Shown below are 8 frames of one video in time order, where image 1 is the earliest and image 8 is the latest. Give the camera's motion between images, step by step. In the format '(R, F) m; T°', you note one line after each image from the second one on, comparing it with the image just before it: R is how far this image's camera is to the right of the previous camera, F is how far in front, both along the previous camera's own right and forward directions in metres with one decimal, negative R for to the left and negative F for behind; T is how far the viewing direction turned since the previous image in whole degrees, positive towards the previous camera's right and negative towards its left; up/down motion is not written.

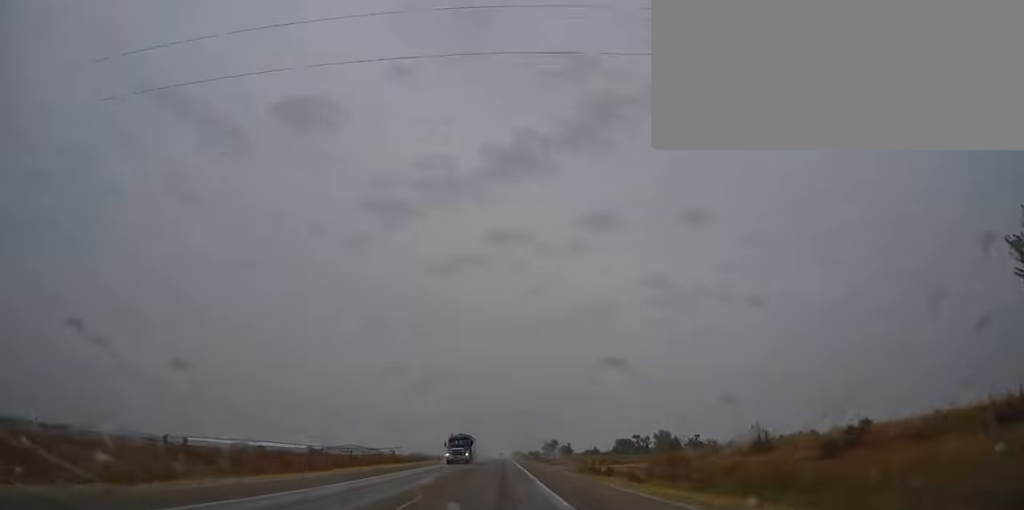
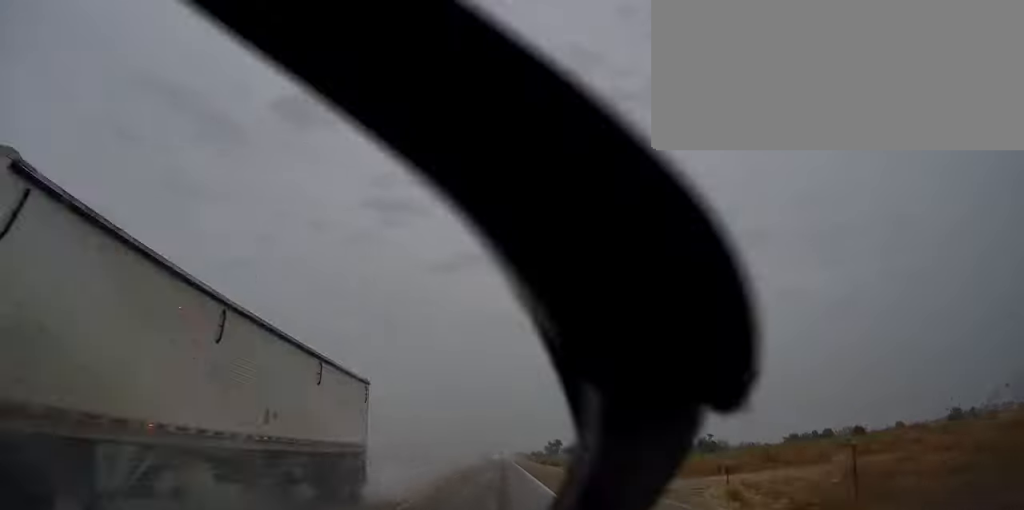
(+0.3, +30.7) m; 0°
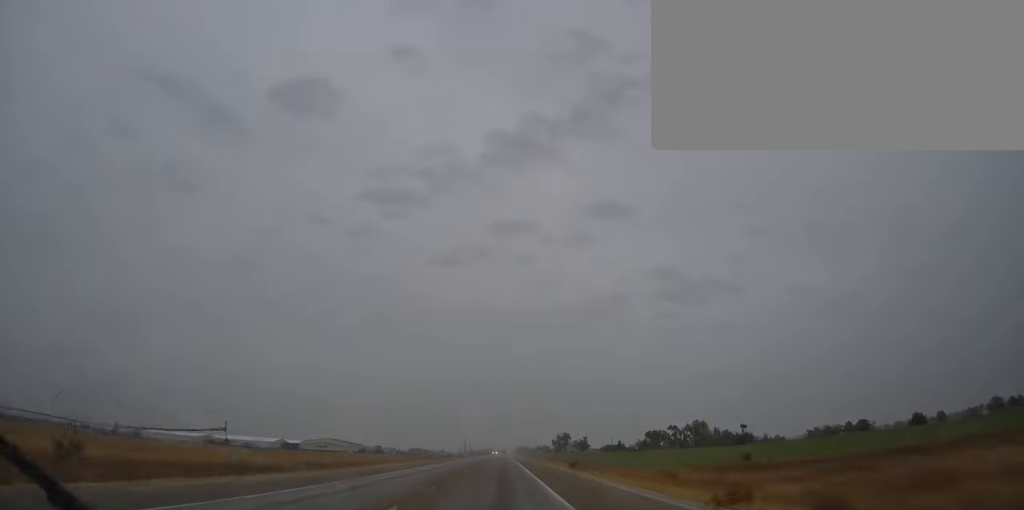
(+0.5, +65.0) m; 0°
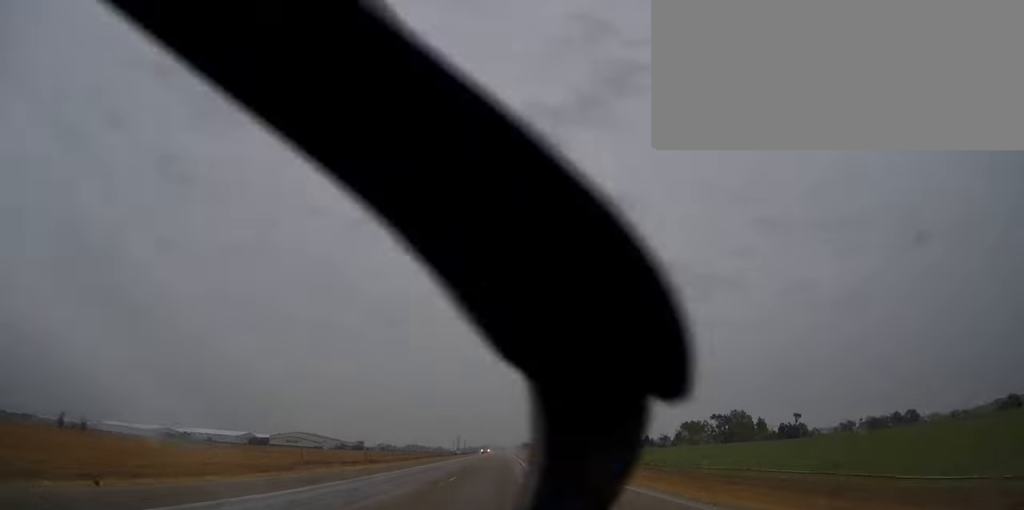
(-0.5, +79.6) m; 0°
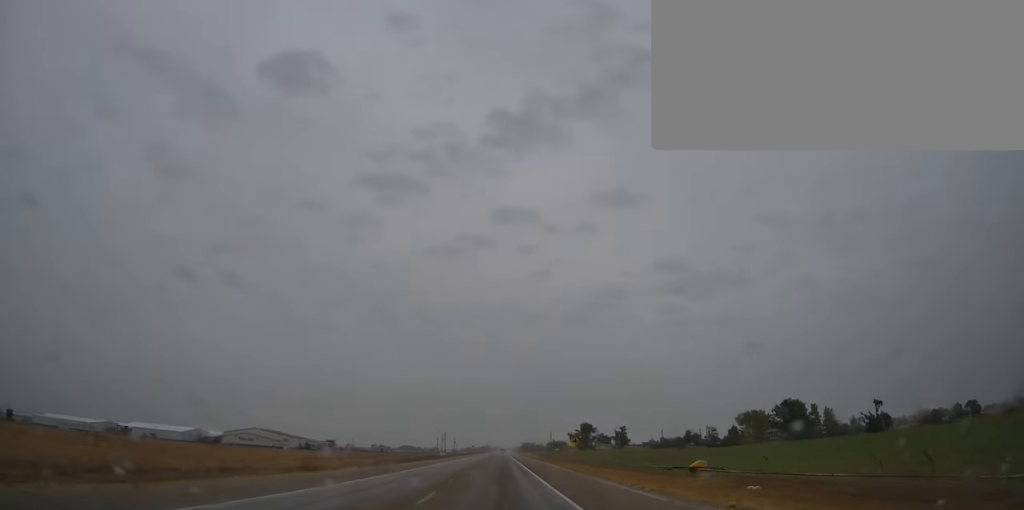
(-0.1, +83.2) m; 0°
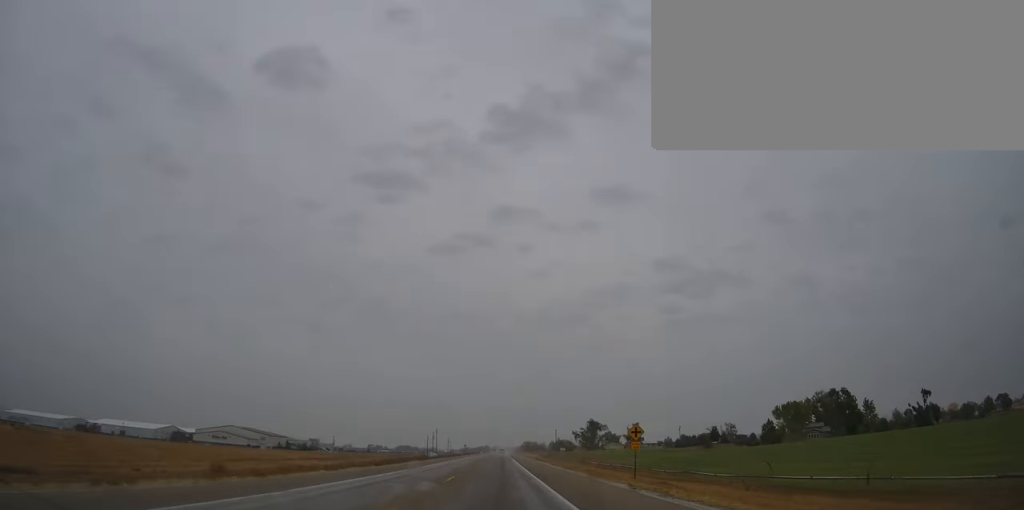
(-0.4, +36.0) m; 0°
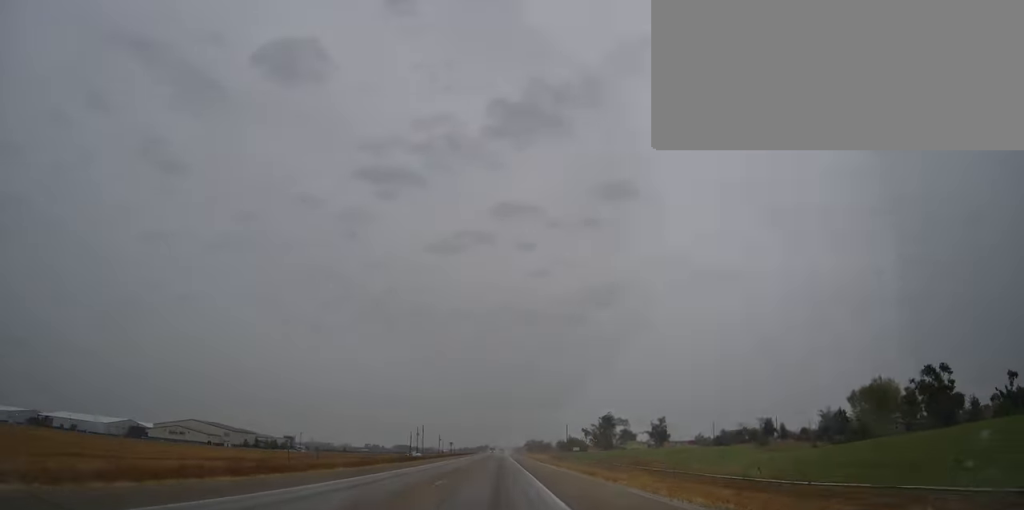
(+0.7, +49.6) m; 0°
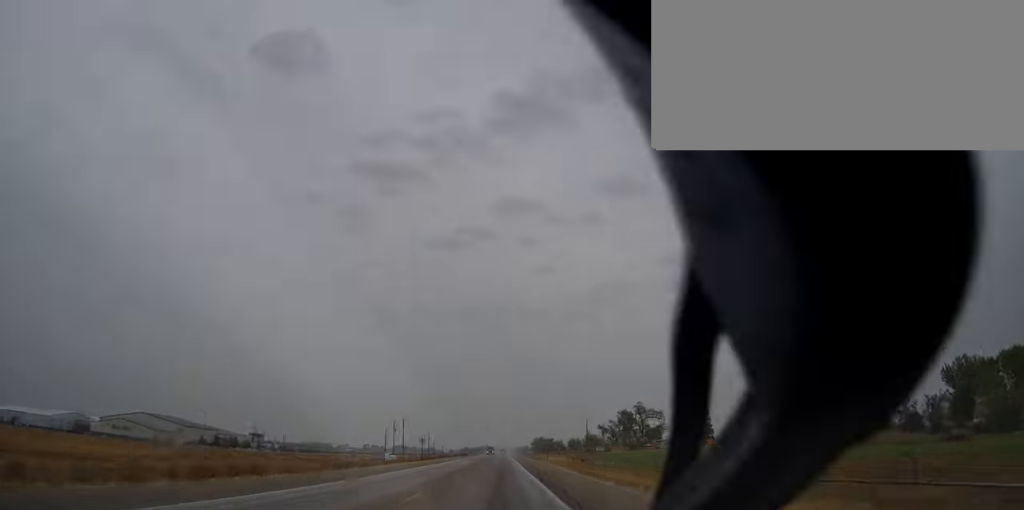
(-0.3, +51.7) m; 0°
